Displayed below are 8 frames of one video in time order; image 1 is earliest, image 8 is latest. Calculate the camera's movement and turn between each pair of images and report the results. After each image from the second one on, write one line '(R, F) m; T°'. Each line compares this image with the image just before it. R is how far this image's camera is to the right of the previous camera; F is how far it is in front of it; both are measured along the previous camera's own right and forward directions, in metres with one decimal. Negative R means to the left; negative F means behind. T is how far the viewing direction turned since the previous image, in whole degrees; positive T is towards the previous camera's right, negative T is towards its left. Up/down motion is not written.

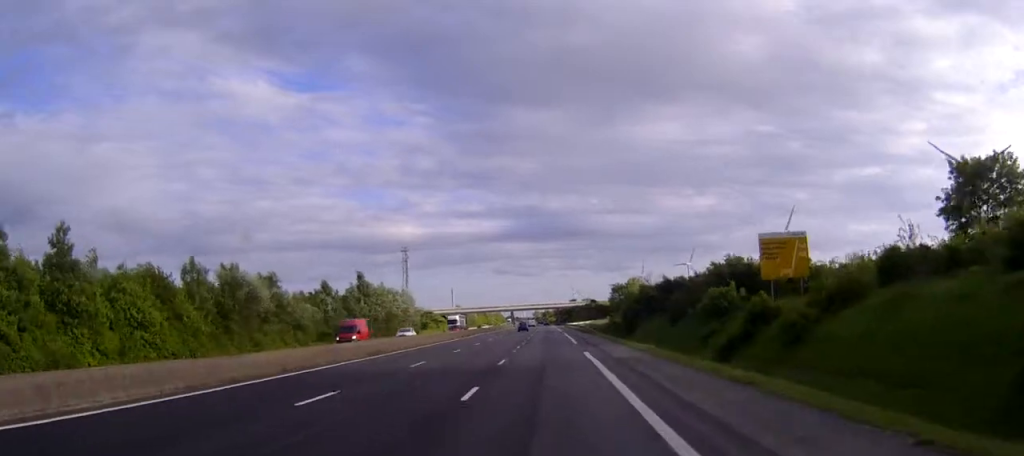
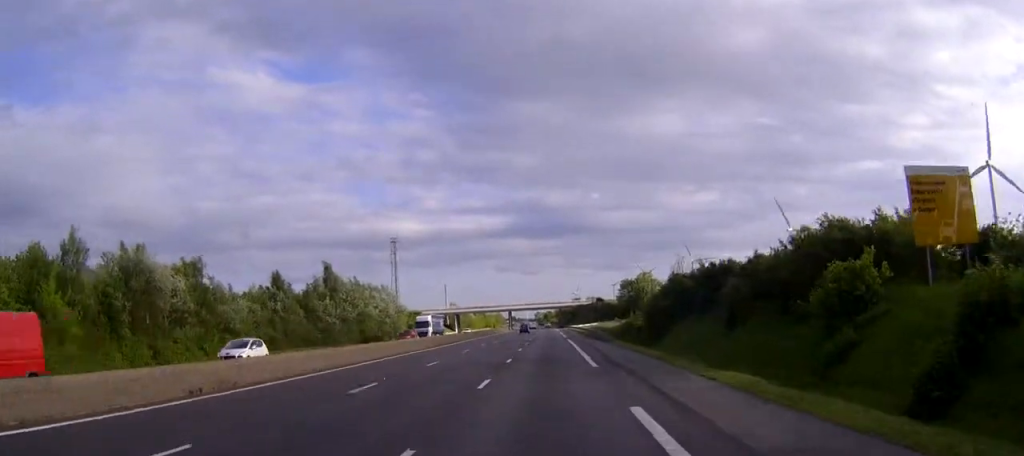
(0.0, +21.8) m; 0°
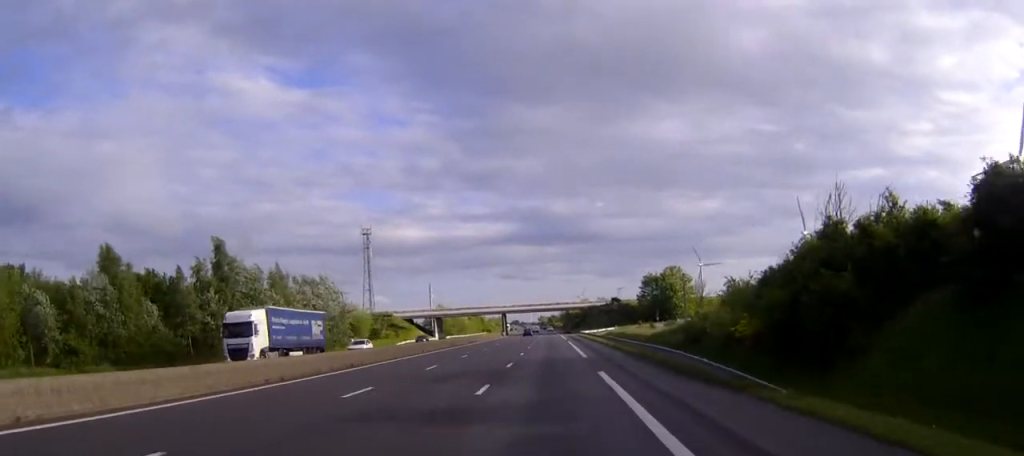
(-0.2, +40.6) m; 0°
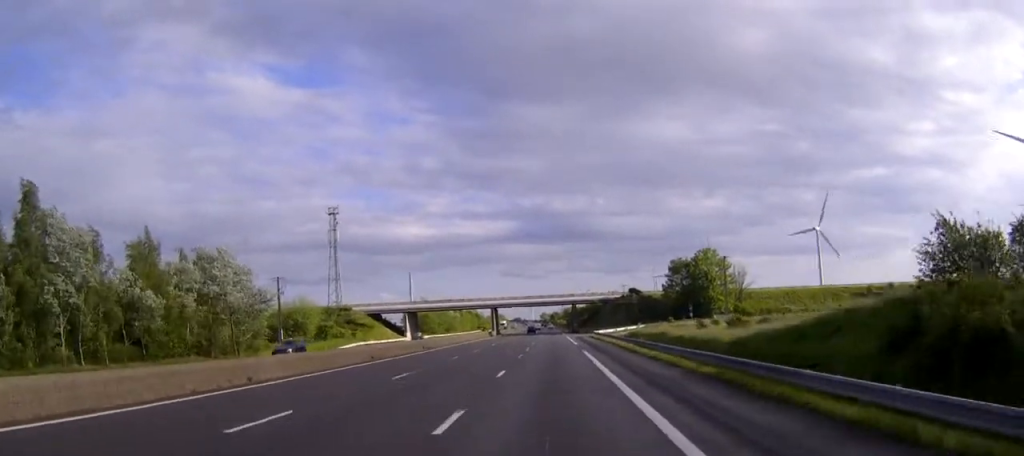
(-0.1, +33.7) m; 0°
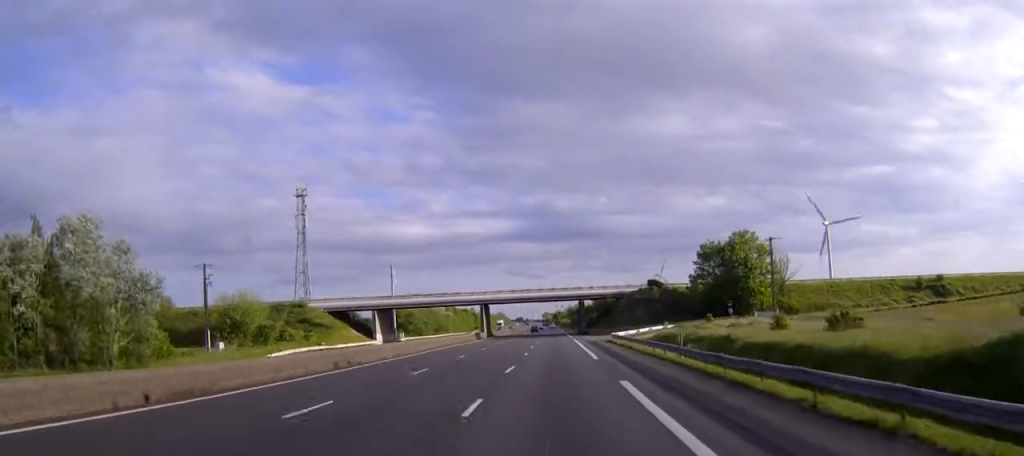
(0.0, +23.8) m; 0°
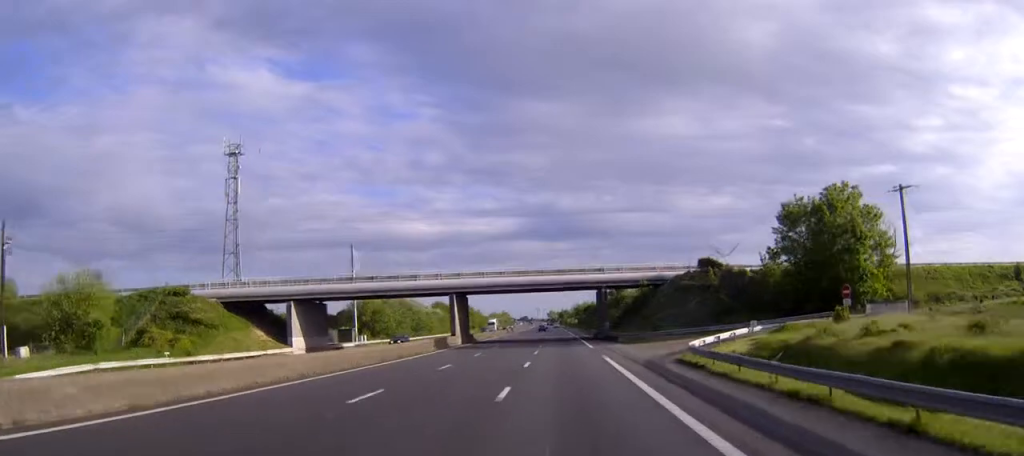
(-0.1, +35.7) m; 0°
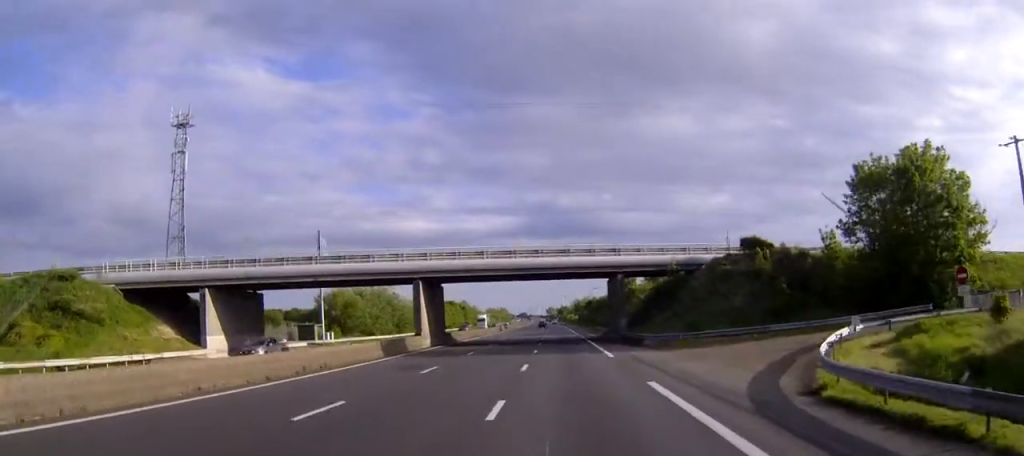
(0.0, +17.8) m; 0°
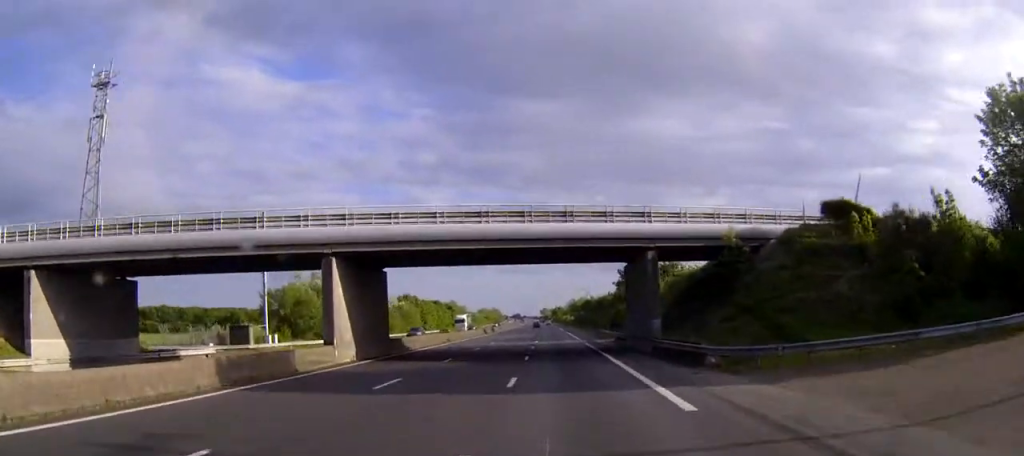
(0.0, +19.8) m; 0°
